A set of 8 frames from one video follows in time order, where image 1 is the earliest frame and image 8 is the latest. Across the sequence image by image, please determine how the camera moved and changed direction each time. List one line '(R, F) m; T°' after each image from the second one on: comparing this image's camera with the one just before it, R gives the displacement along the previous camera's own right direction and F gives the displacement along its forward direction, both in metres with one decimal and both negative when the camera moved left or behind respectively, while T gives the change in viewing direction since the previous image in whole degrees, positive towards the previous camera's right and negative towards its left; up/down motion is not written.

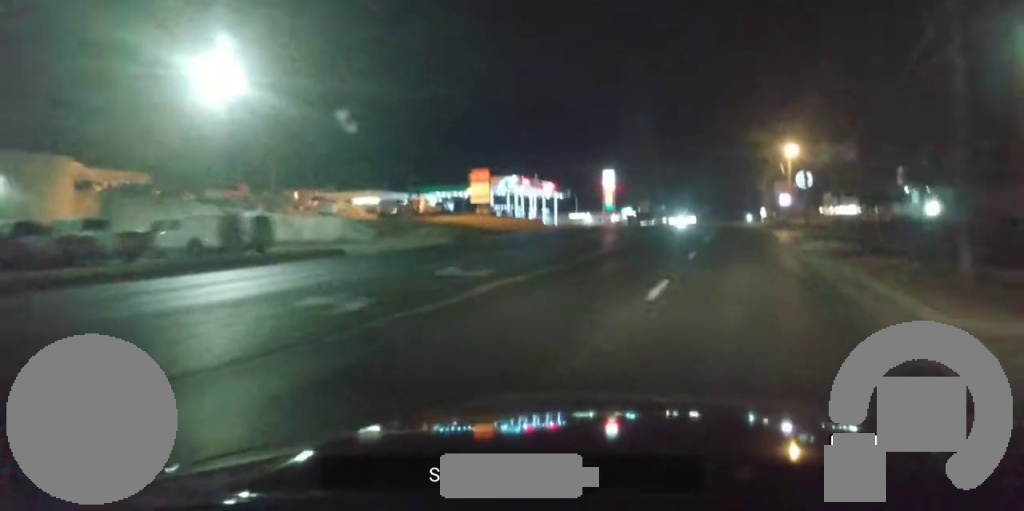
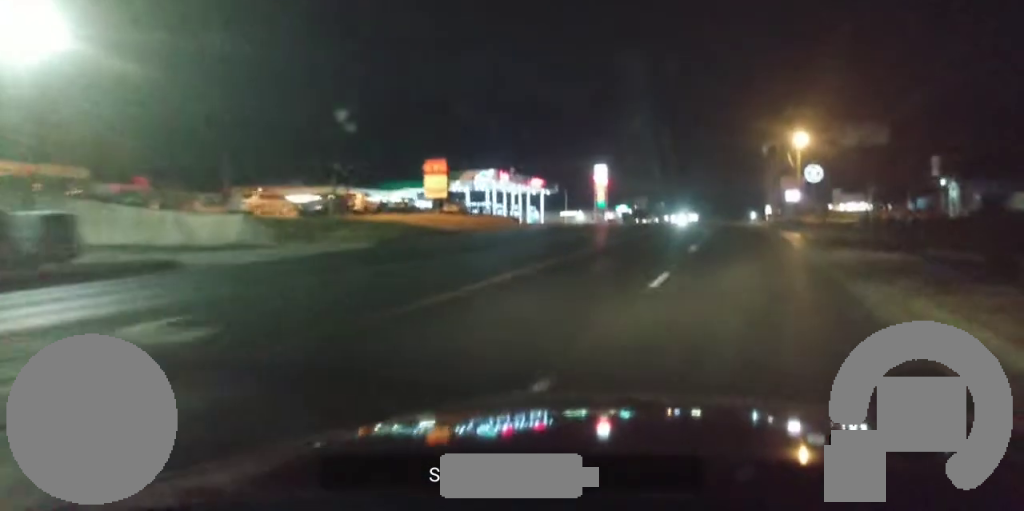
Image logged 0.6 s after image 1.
(0.0, +11.7) m; 0°
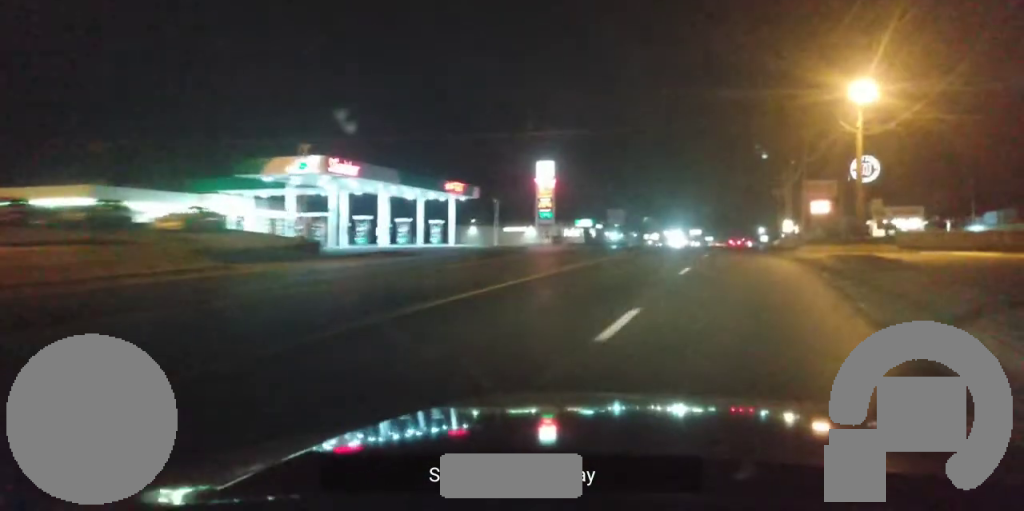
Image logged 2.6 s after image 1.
(-0.2, +43.4) m; 0°
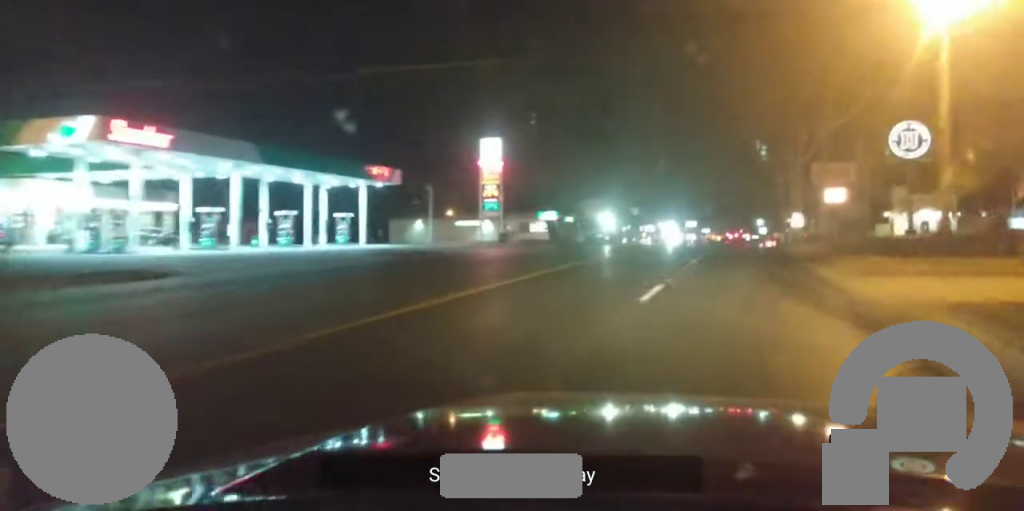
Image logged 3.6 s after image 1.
(+0.1, +20.2) m; -1°
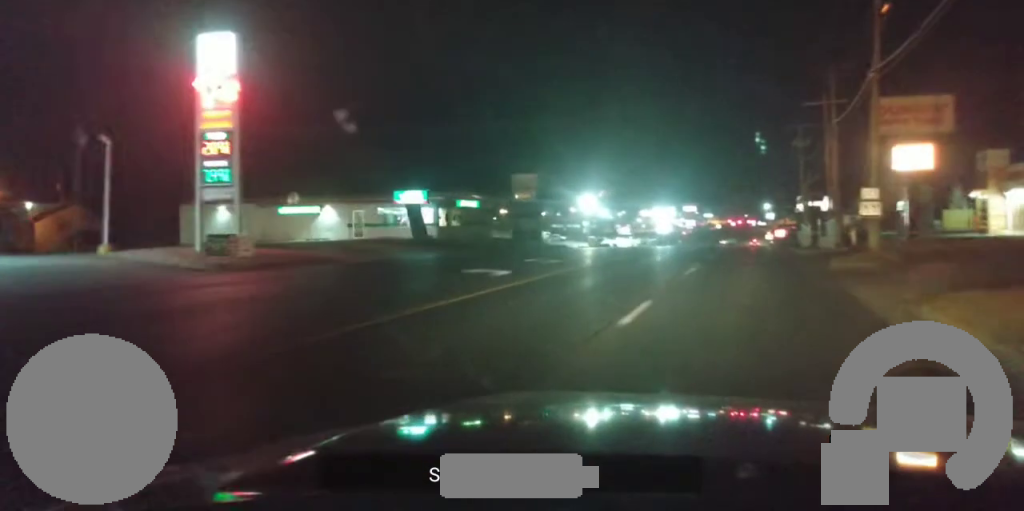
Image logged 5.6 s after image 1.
(-0.4, +40.1) m; +2°
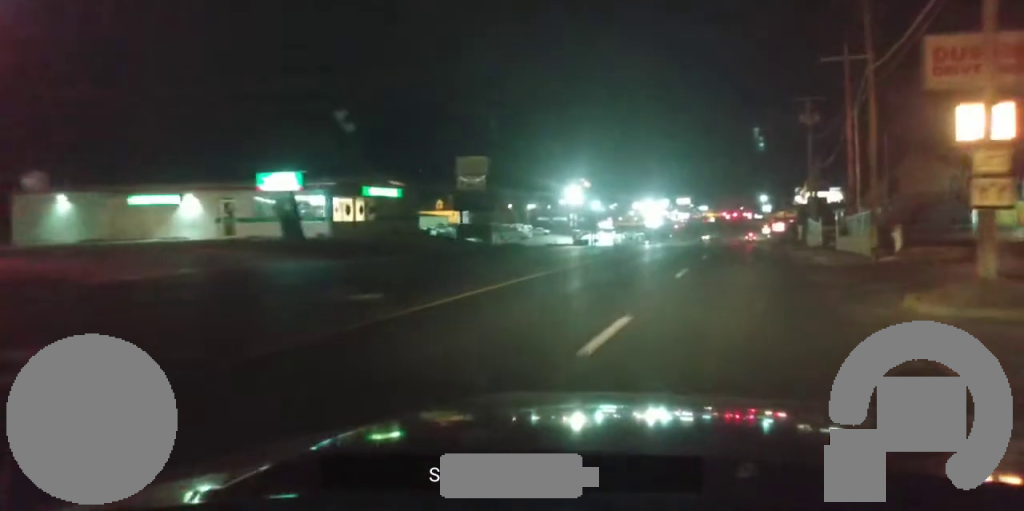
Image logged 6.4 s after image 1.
(+0.5, +15.0) m; +3°
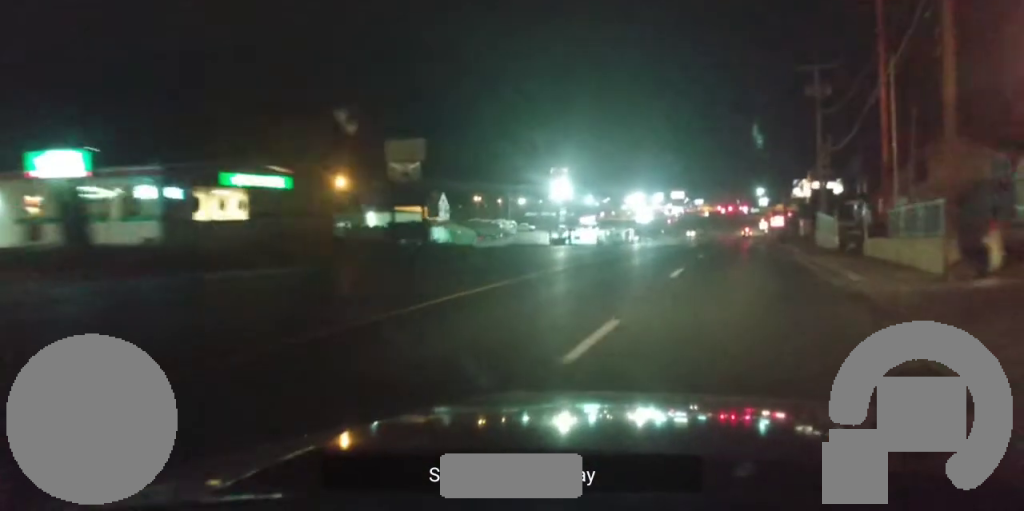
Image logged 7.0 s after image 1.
(+0.4, +13.1) m; -1°
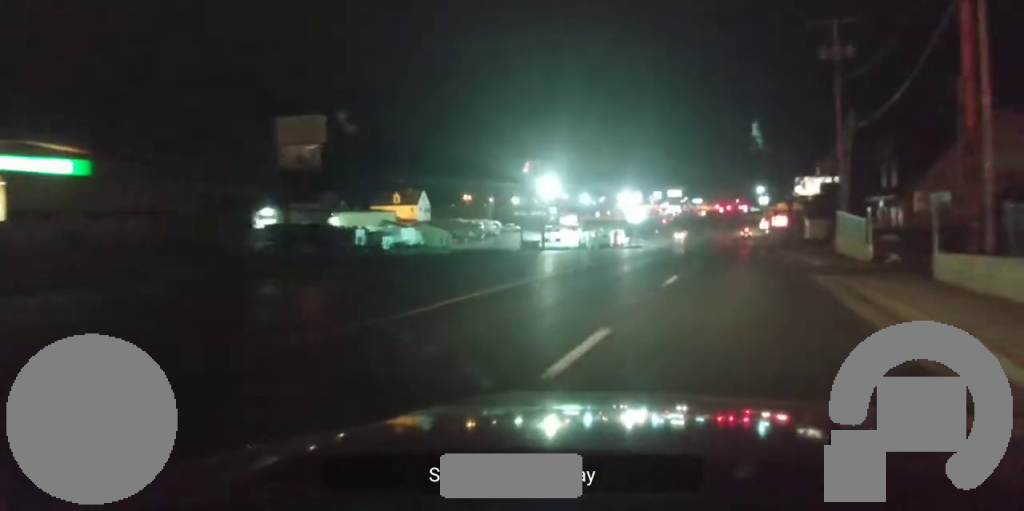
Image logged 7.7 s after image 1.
(-0.4, +13.1) m; -2°
